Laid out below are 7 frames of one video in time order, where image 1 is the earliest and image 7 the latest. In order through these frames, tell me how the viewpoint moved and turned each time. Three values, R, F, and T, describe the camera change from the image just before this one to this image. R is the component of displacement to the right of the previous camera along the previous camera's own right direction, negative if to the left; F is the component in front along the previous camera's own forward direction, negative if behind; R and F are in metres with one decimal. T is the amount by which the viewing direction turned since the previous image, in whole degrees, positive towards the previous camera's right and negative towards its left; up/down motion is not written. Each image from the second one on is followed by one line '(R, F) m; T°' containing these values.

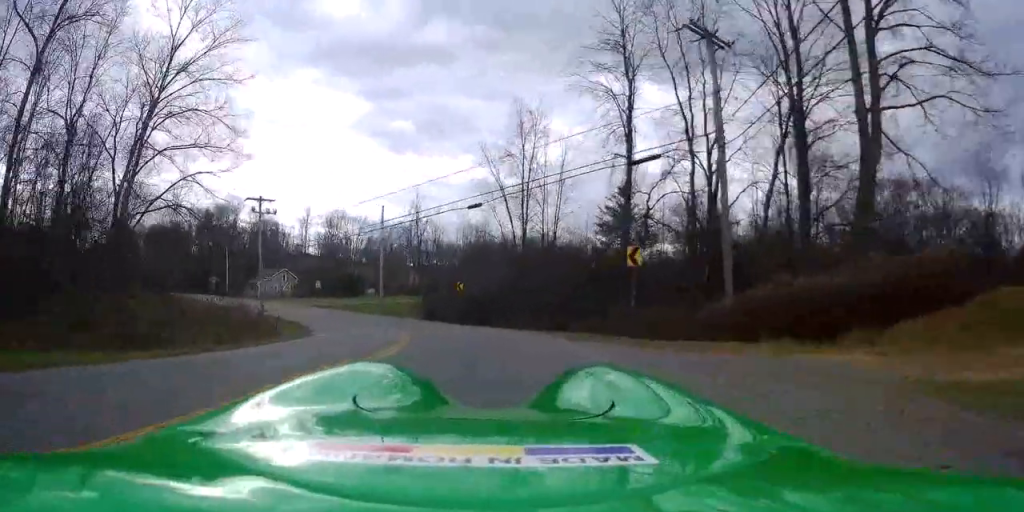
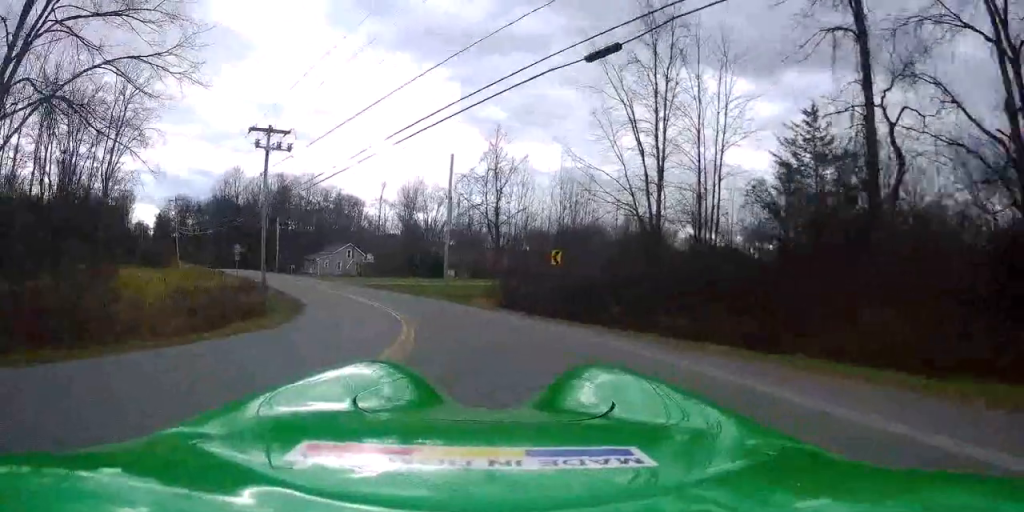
(-0.6, +14.2) m; -4°
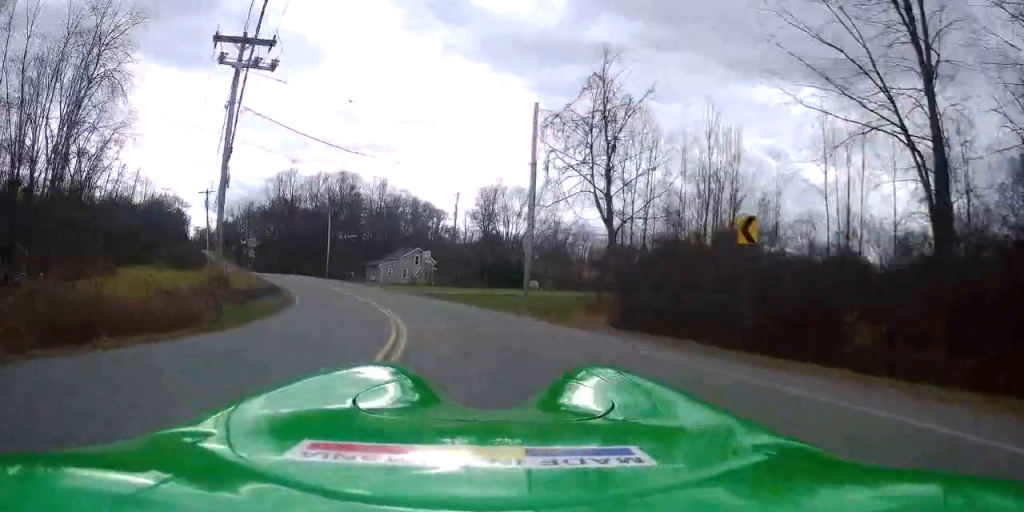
(-0.6, +13.2) m; -9°
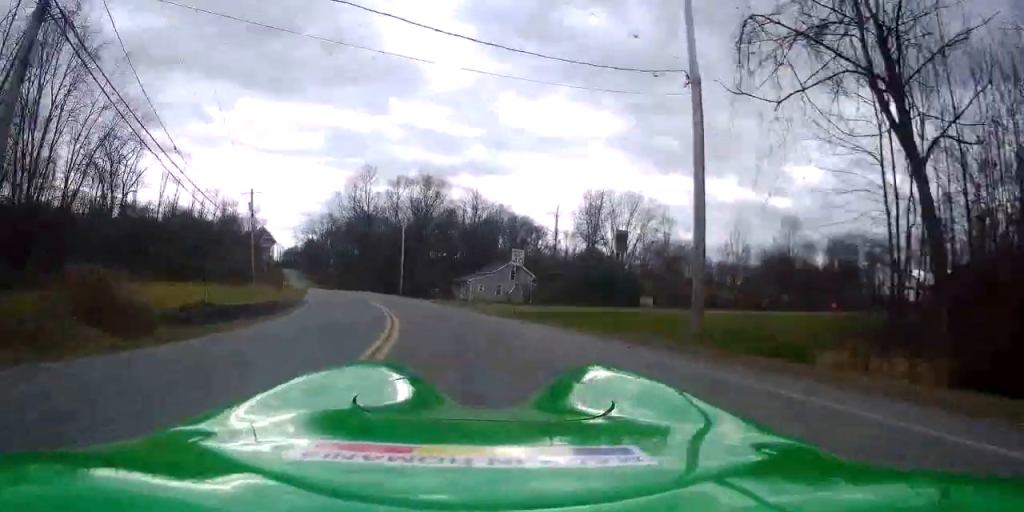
(-1.4, +12.7) m; -10°
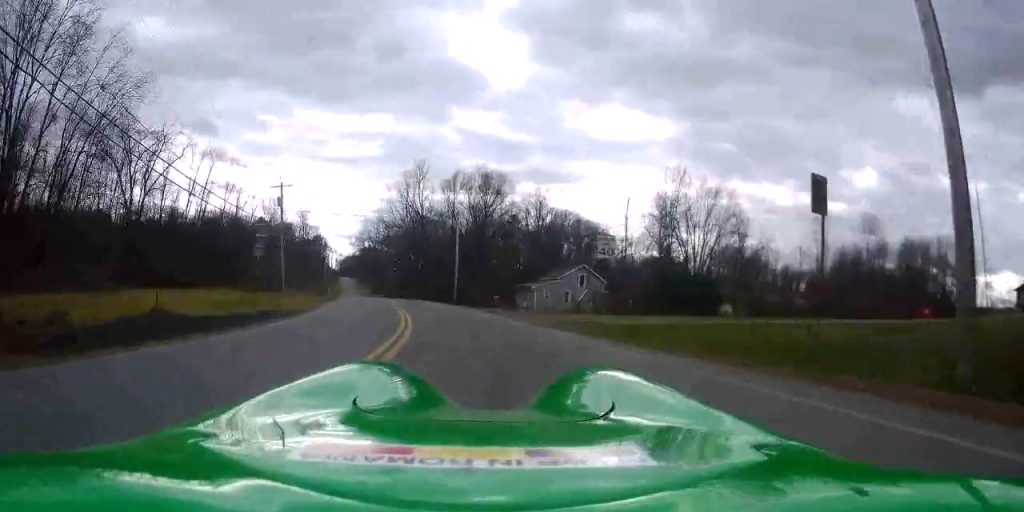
(-0.4, +8.0) m; -6°
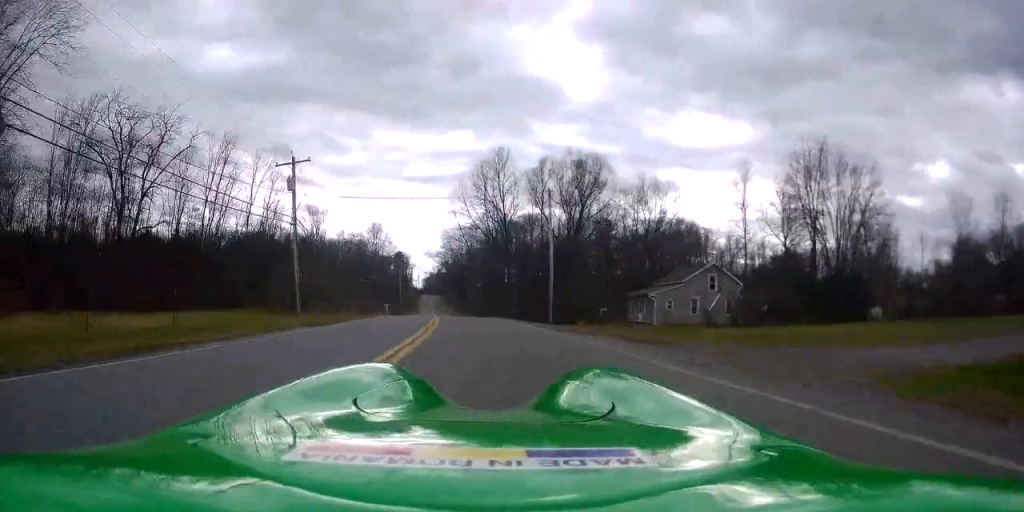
(-1.9, +16.3) m; -13°
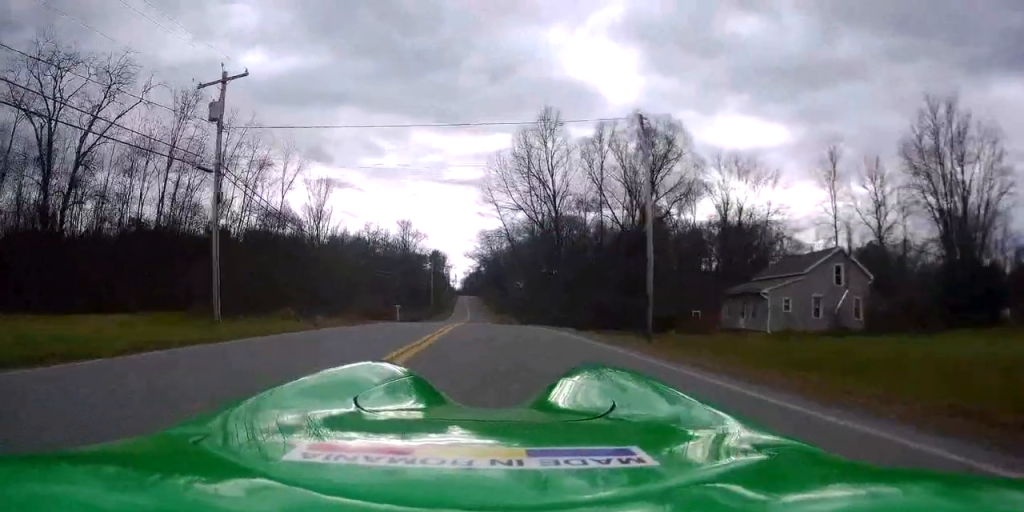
(-0.6, +15.9) m; -3°
